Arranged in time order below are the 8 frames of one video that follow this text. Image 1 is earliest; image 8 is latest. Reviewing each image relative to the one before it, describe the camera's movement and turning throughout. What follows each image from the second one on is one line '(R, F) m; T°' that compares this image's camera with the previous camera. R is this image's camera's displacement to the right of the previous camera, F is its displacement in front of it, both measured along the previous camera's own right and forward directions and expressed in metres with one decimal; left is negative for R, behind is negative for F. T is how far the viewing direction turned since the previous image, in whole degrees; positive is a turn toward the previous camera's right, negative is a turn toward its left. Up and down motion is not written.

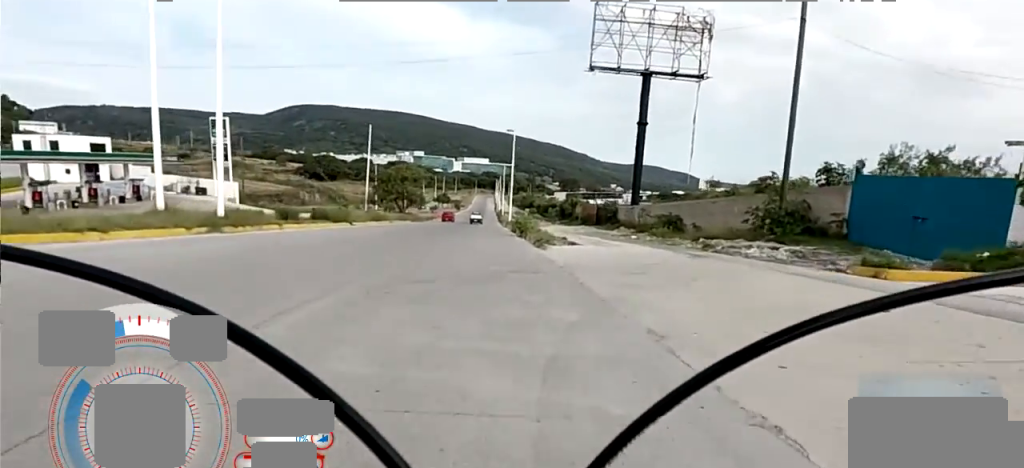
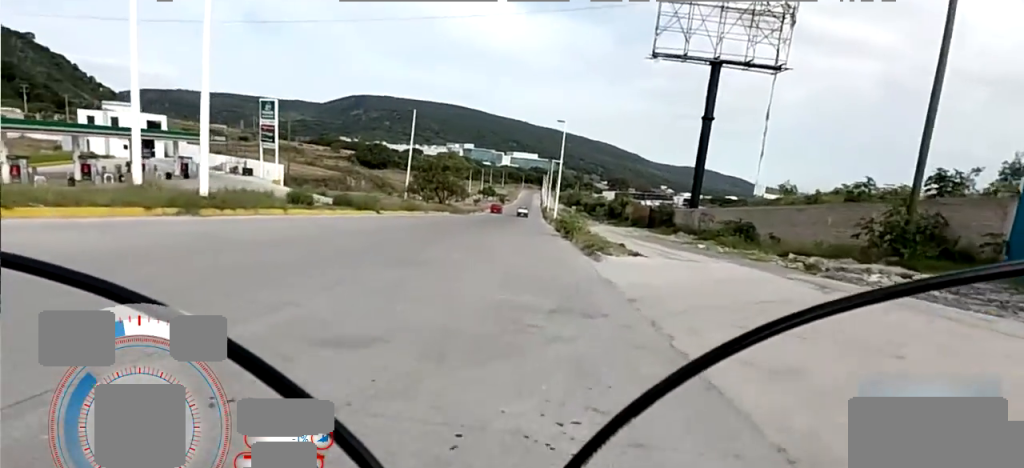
(-0.5, +3.9) m; -14°
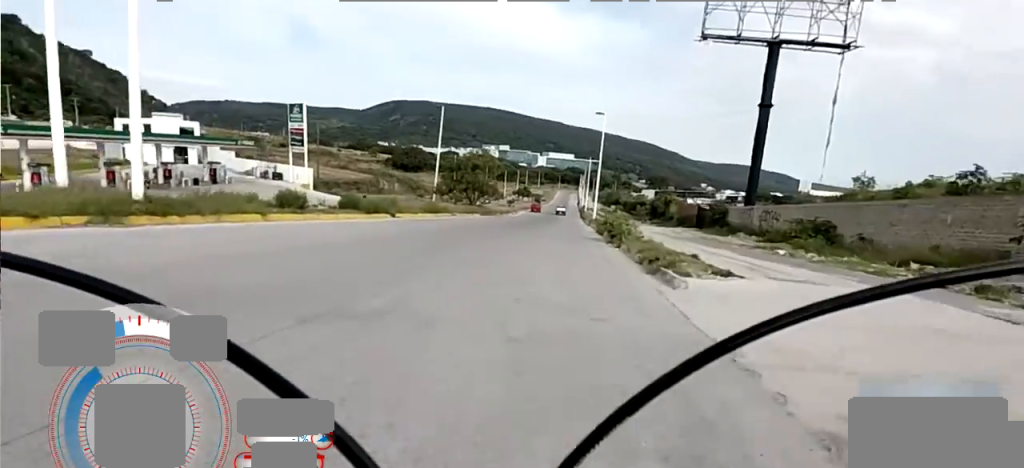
(-0.9, +4.2) m; -9°
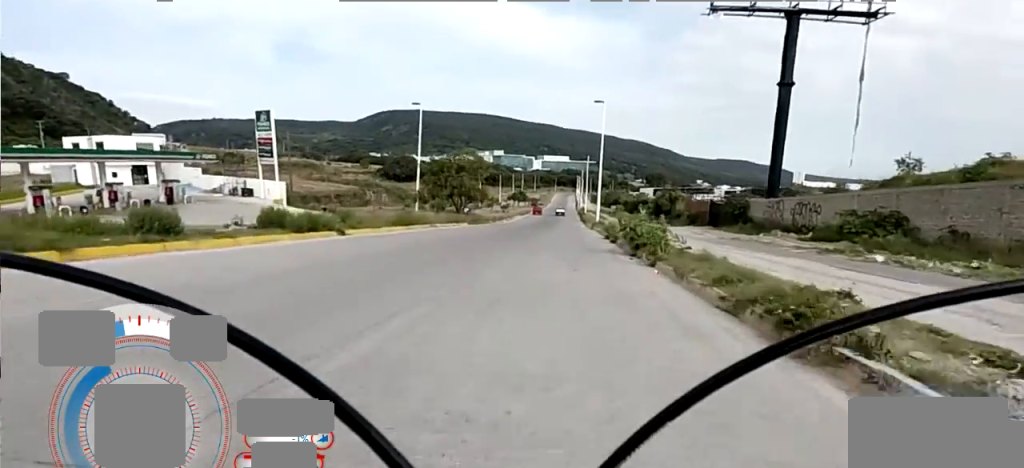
(+0.3, +6.2) m; +5°
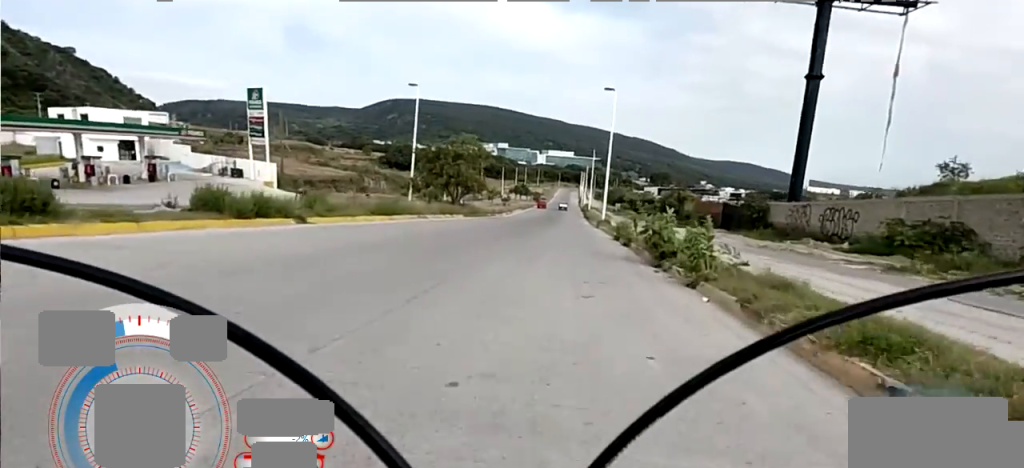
(+0.1, +3.1) m; 0°
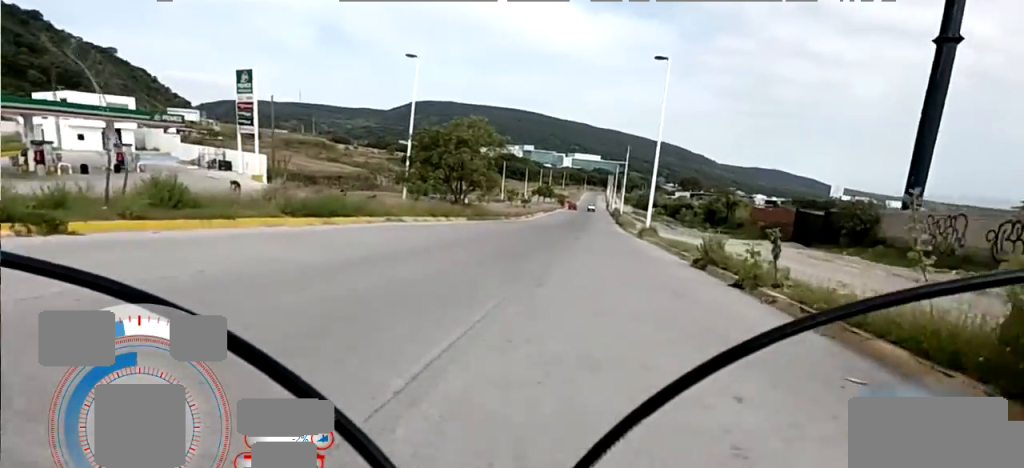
(-0.2, +8.1) m; -8°
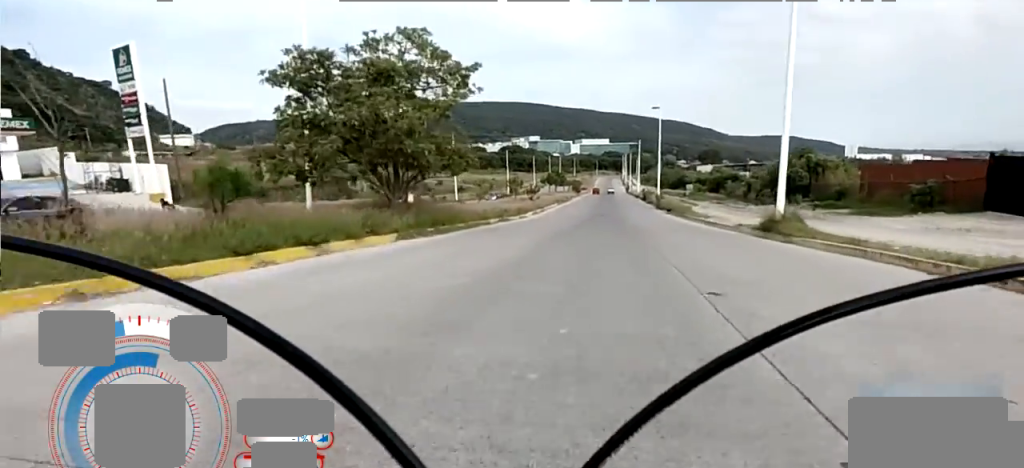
(-1.4, +14.7) m; 0°
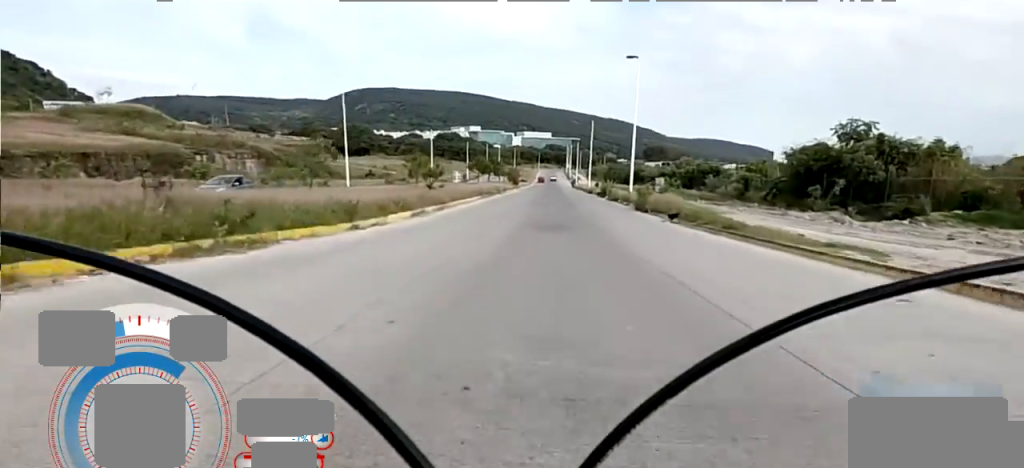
(+1.3, +18.6) m; +3°
